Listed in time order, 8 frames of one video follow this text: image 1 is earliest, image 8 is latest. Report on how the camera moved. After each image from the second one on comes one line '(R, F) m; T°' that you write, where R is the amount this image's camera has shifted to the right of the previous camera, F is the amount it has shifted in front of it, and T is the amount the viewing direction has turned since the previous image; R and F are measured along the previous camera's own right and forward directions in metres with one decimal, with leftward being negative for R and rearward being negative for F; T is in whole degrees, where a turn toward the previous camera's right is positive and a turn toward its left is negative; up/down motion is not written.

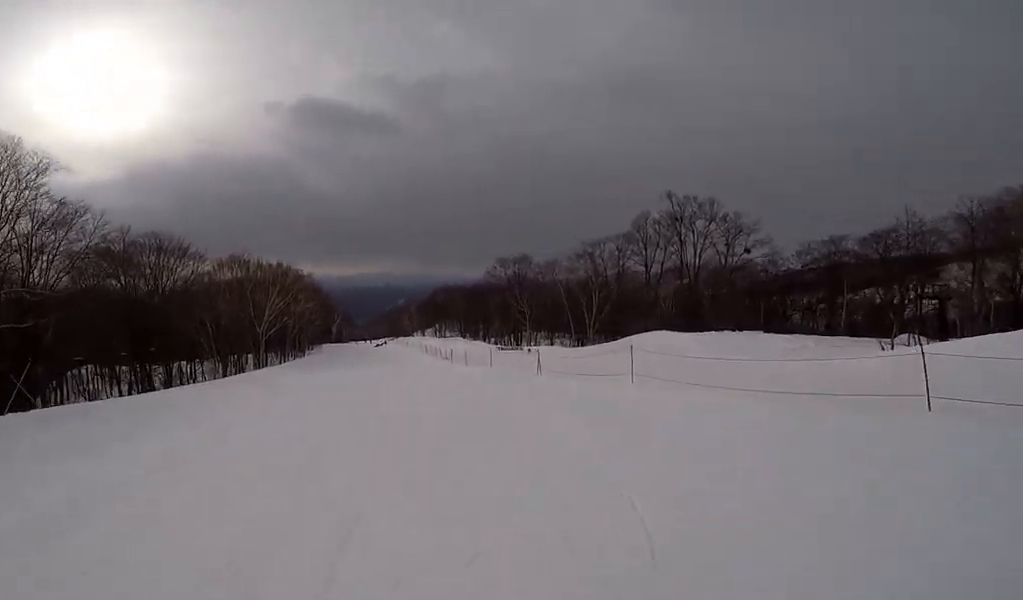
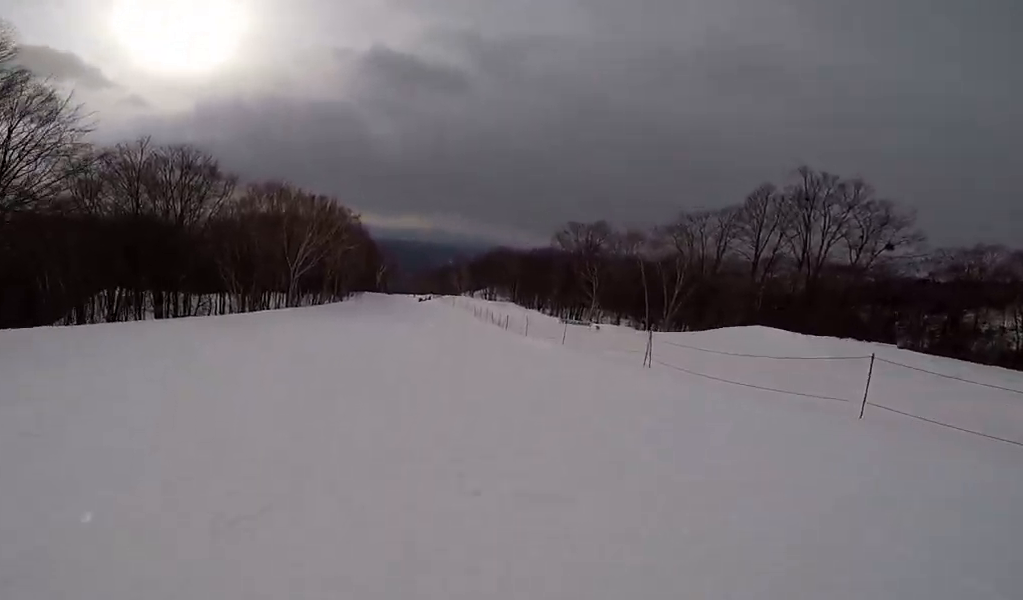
(-1.3, +7.3) m; -1°
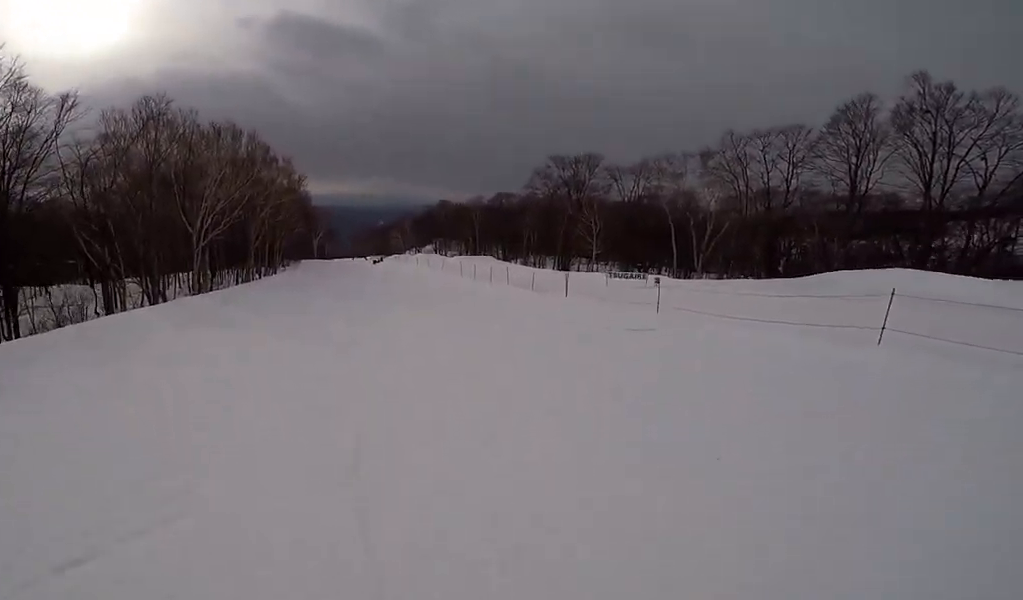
(+4.7, +17.7) m; +21°
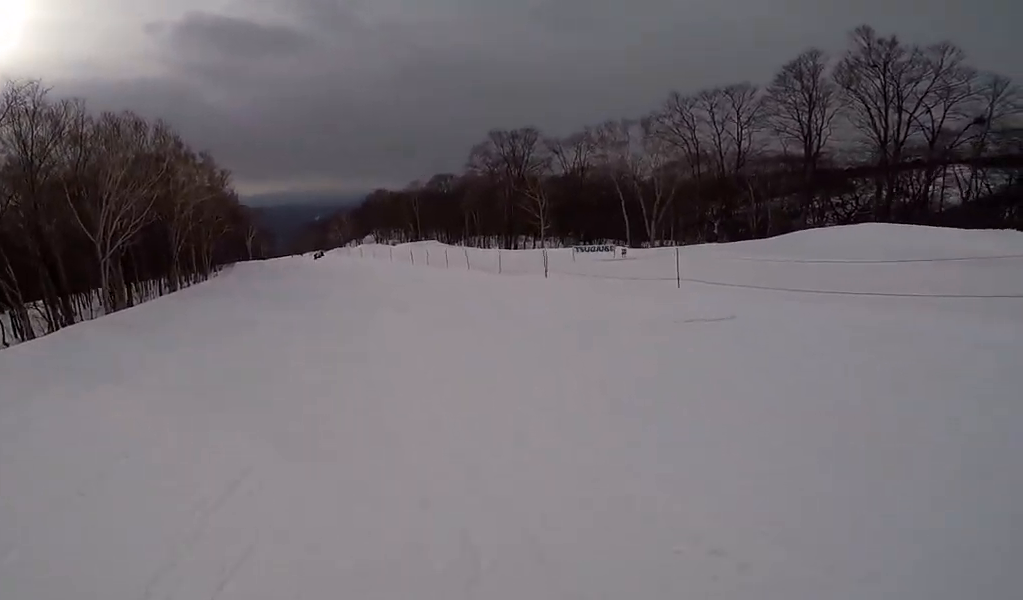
(0.0, +4.3) m; 0°
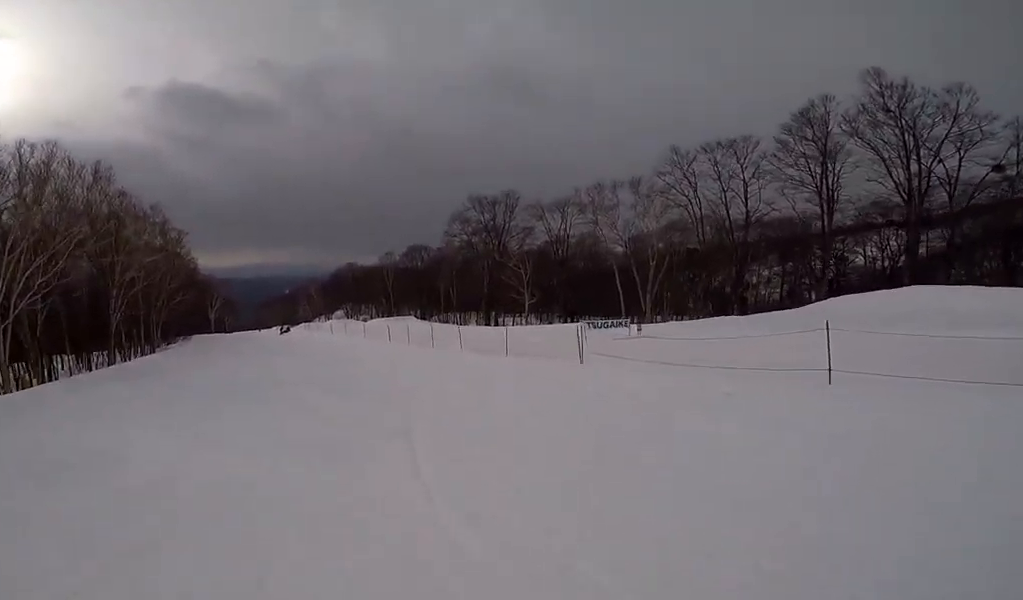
(0.0, +6.2) m; -2°
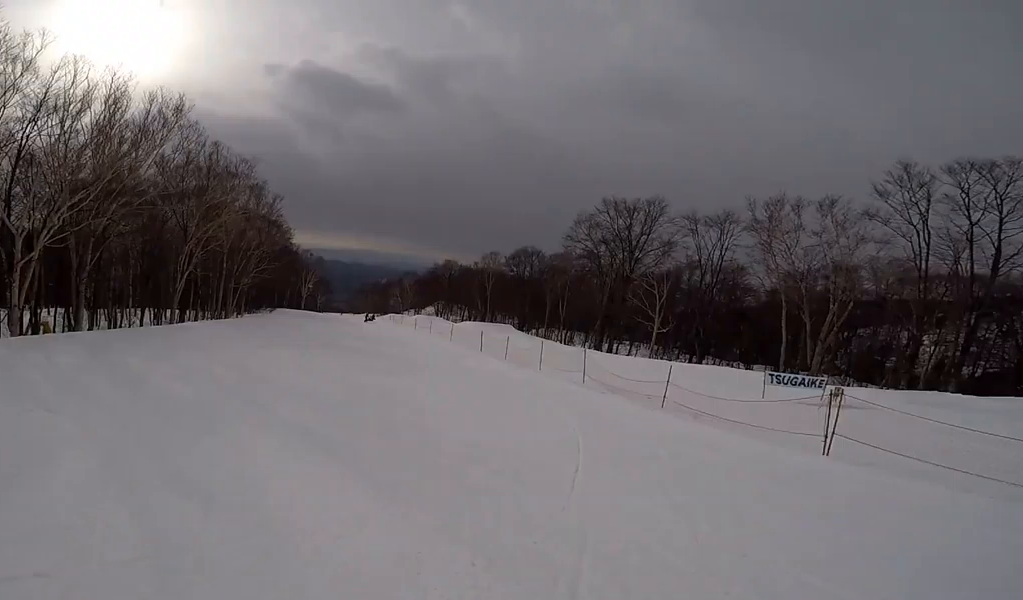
(+0.2, +6.4) m; -7°
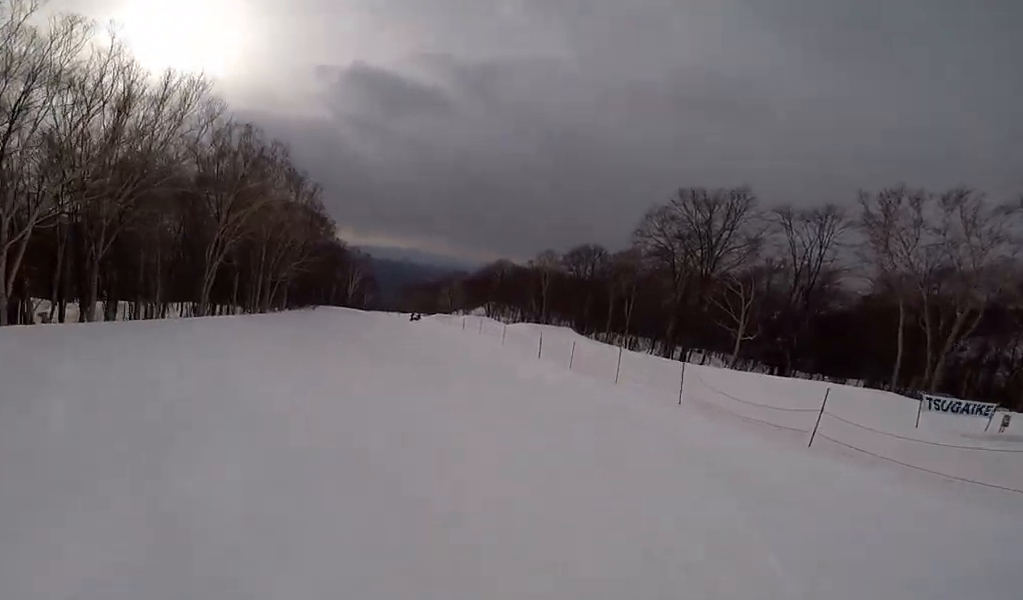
(-0.2, +3.5) m; -4°
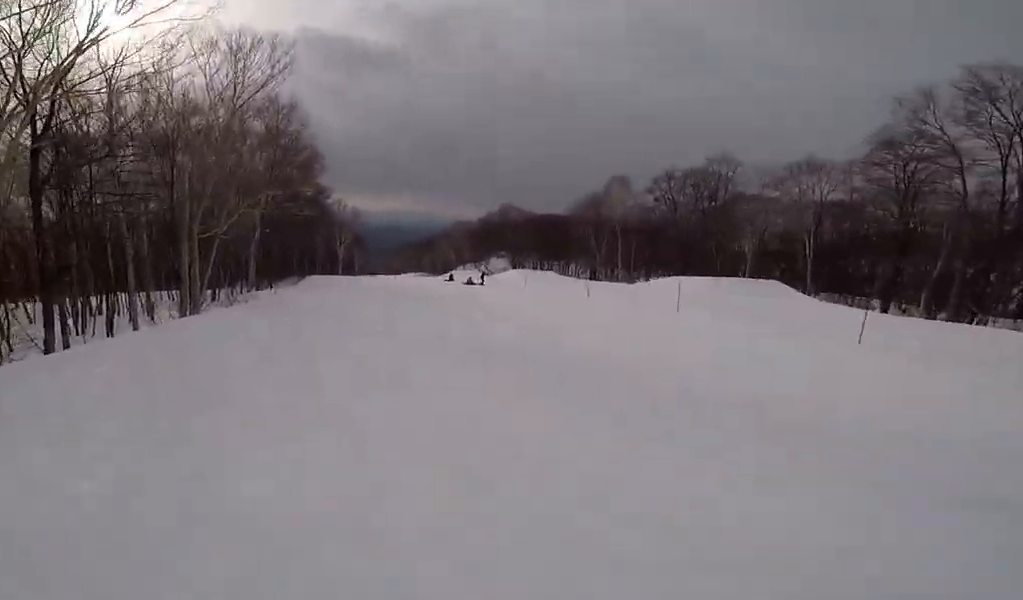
(-2.5, +25.6) m; -1°
